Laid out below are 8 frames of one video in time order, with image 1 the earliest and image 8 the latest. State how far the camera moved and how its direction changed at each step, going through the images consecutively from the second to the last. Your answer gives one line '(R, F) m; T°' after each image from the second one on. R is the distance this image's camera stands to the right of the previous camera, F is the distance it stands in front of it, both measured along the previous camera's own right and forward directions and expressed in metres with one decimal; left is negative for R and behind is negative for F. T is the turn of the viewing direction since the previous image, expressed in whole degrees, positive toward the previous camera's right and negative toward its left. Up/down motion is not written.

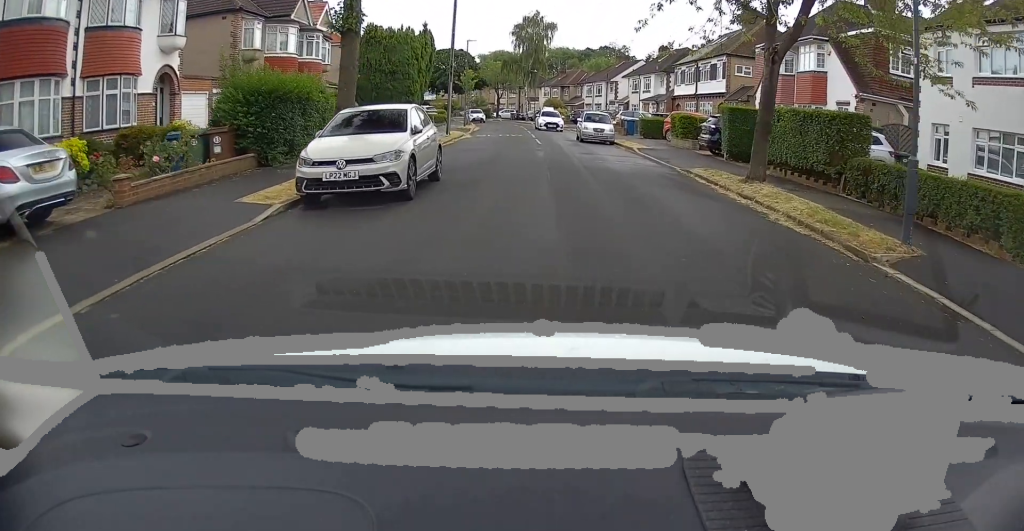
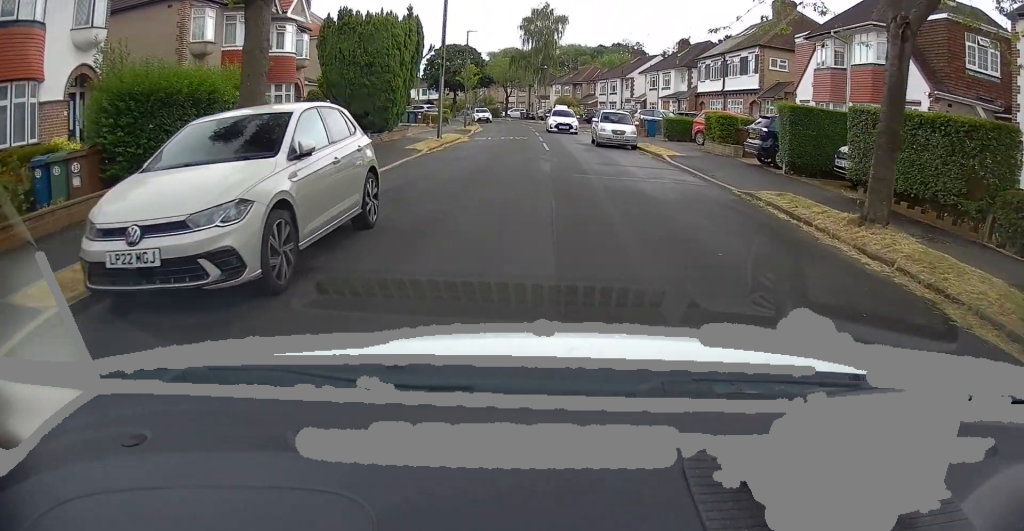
(+0.1, +4.8) m; 0°
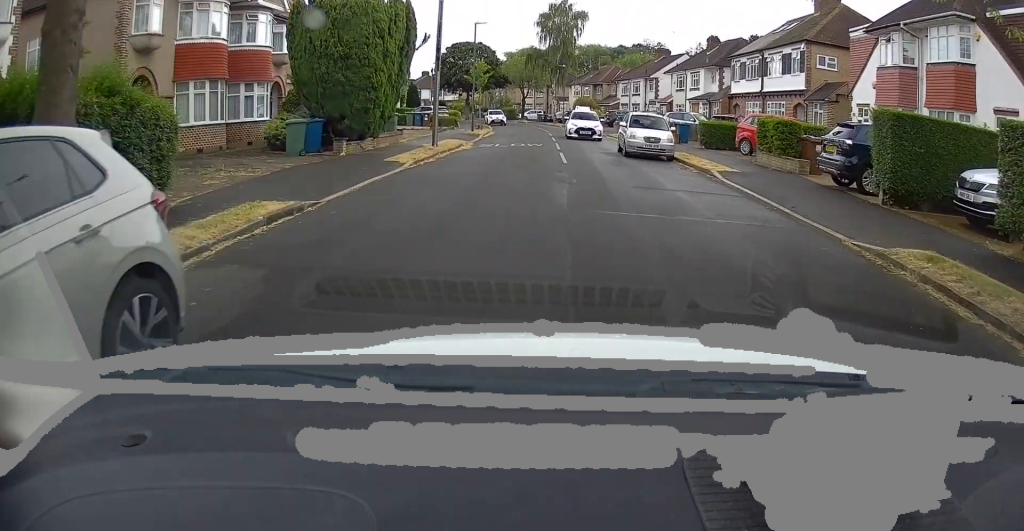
(0.0, +4.4) m; -1°
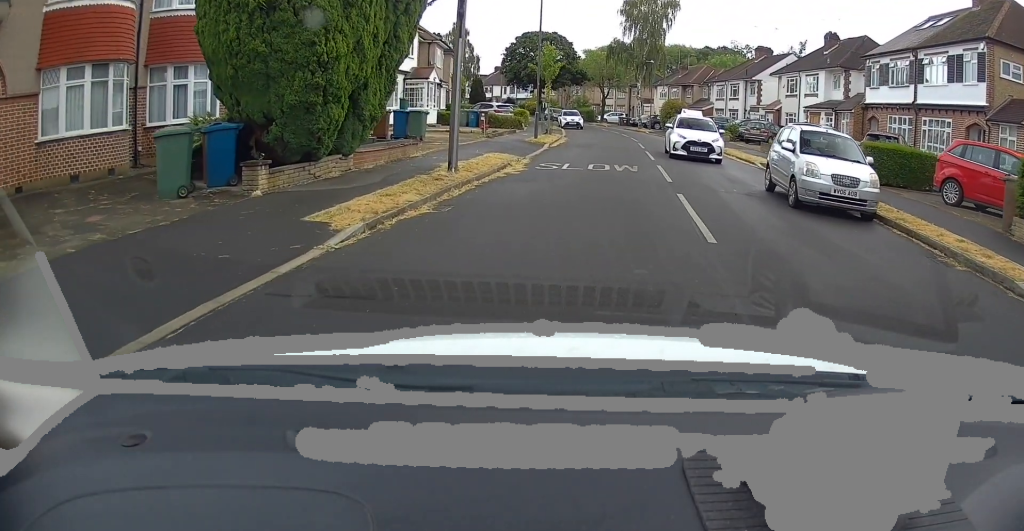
(-0.6, +9.8) m; -5°
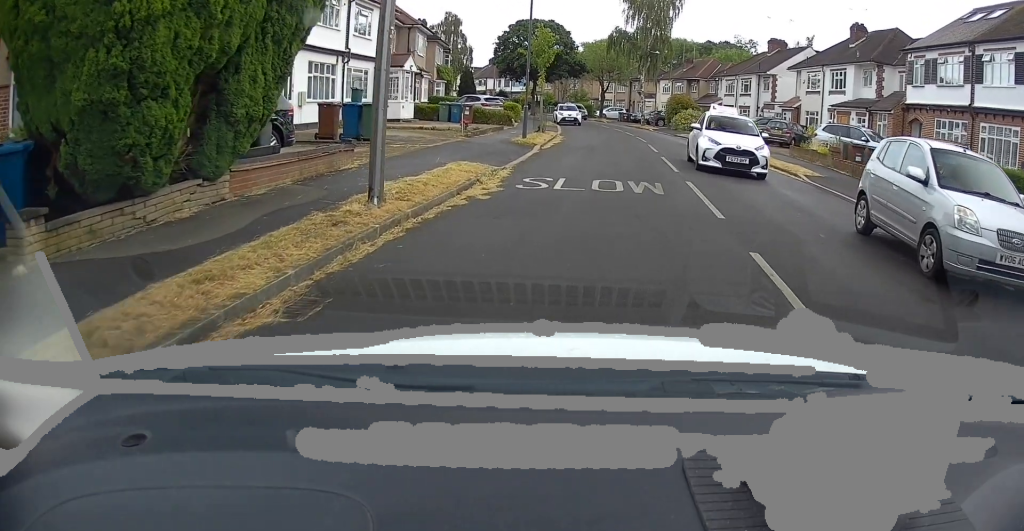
(-0.1, +4.8) m; -1°
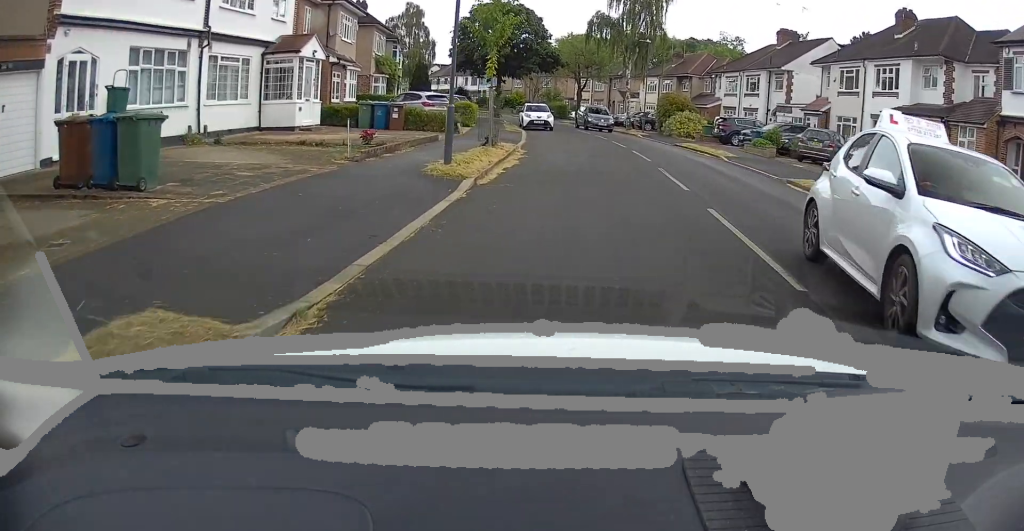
(-0.1, +9.1) m; +2°
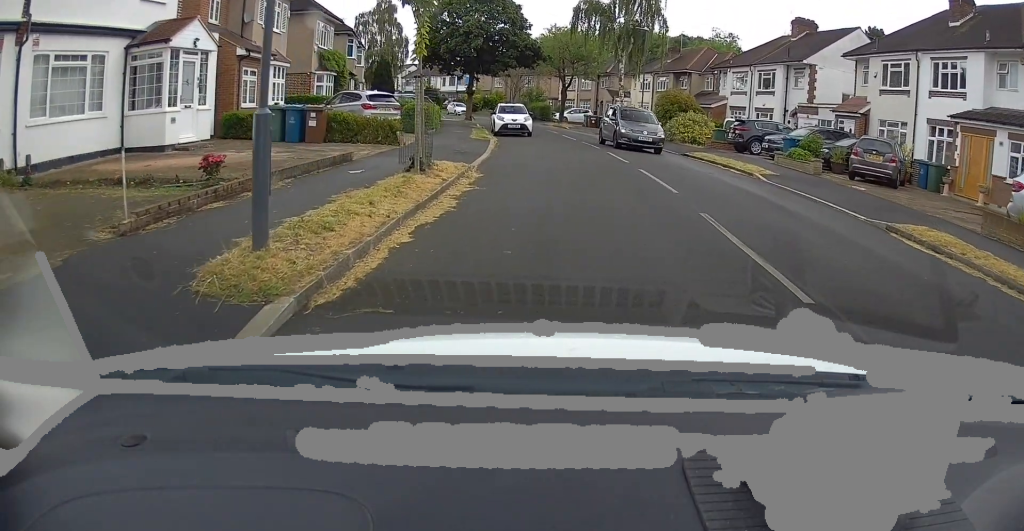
(+0.5, +6.5) m; +2°
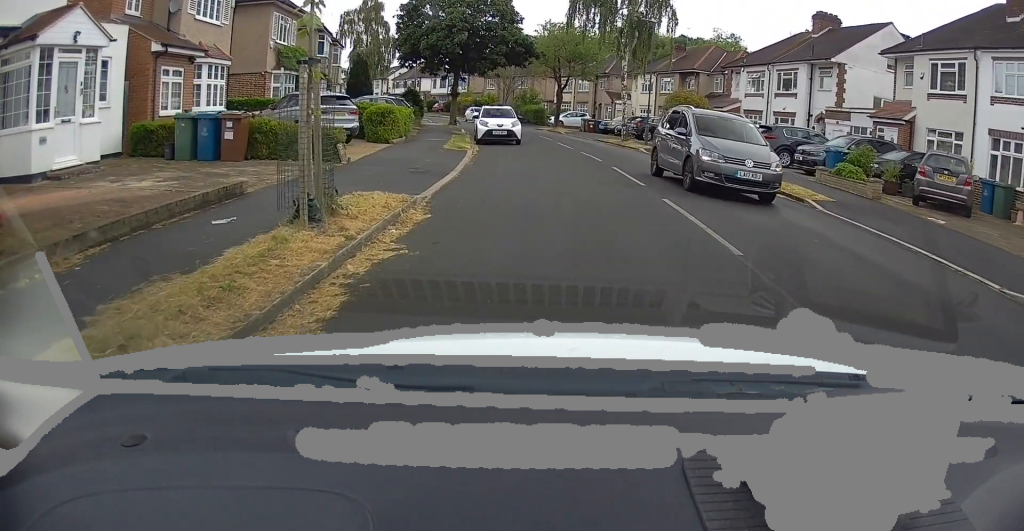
(-0.2, +4.6) m; -1°
